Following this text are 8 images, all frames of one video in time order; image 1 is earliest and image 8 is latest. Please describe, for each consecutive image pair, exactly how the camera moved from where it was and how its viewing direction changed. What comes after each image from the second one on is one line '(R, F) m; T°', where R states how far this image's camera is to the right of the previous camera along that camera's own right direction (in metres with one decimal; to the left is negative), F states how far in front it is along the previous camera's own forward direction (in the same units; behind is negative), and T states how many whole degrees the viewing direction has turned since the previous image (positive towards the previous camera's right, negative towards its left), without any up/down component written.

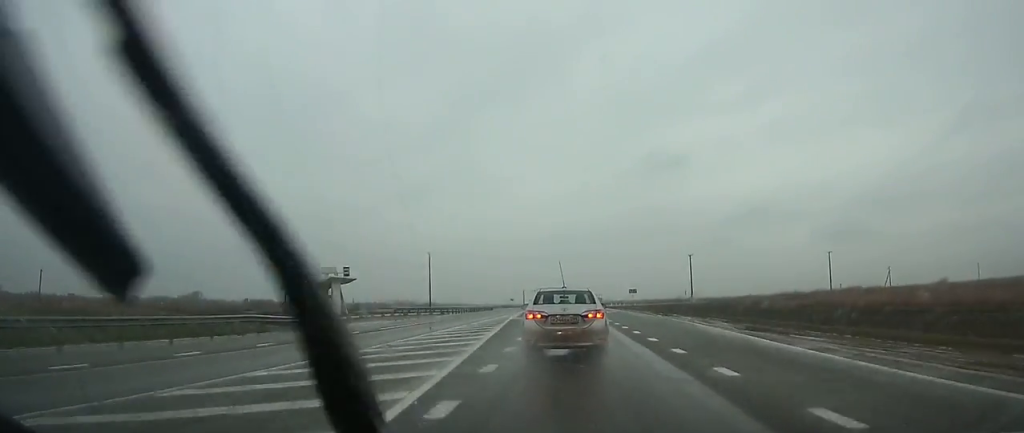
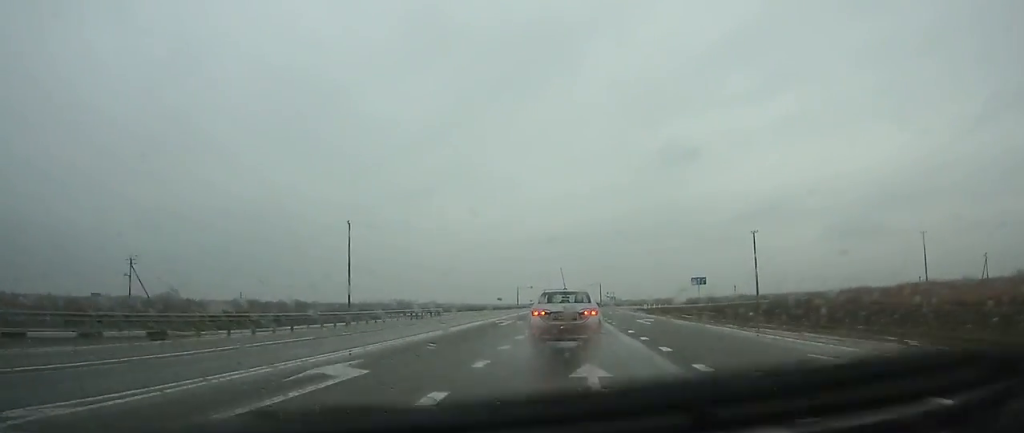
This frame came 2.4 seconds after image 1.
(-0.3, +51.4) m; -1°
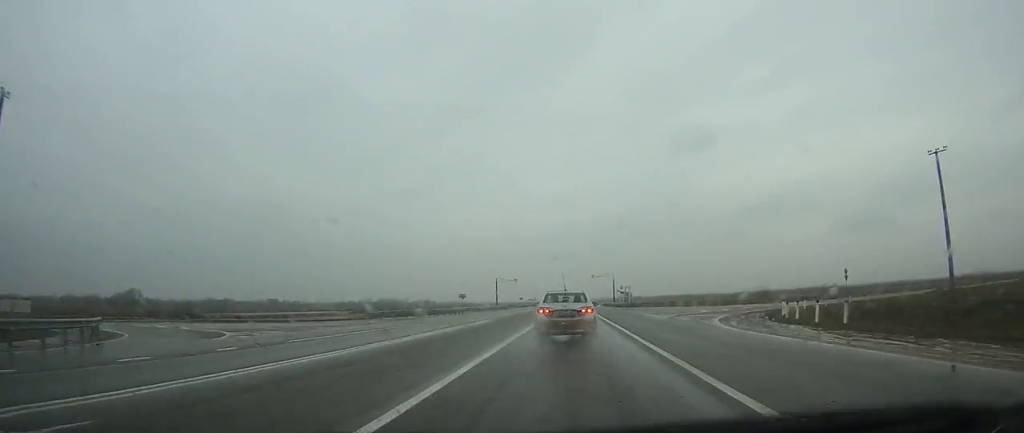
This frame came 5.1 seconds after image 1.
(-0.2, +56.2) m; 0°
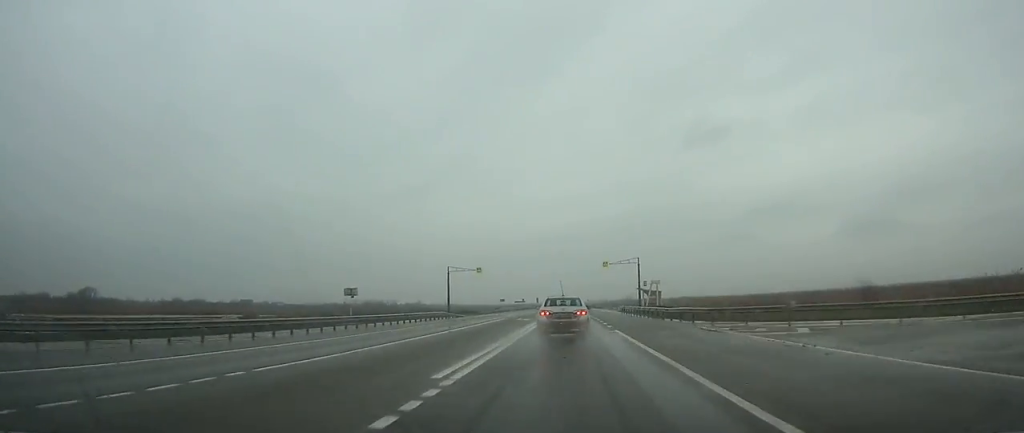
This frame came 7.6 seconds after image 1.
(-0.1, +53.6) m; 0°
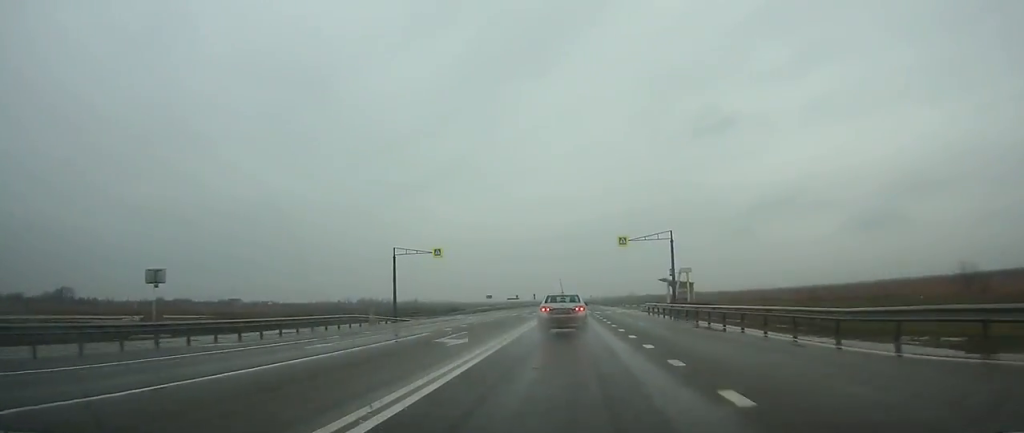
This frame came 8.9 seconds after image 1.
(+0.1, +27.1) m; 0°
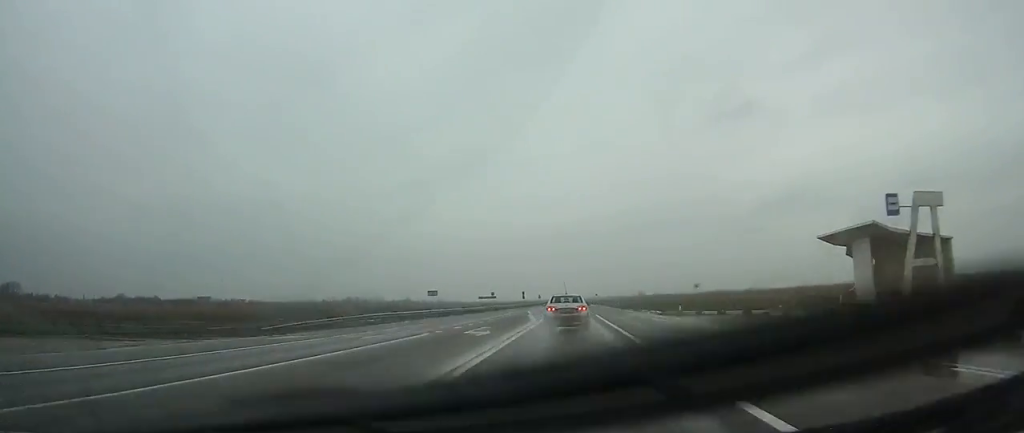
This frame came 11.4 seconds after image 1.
(-0.1, +55.0) m; 0°
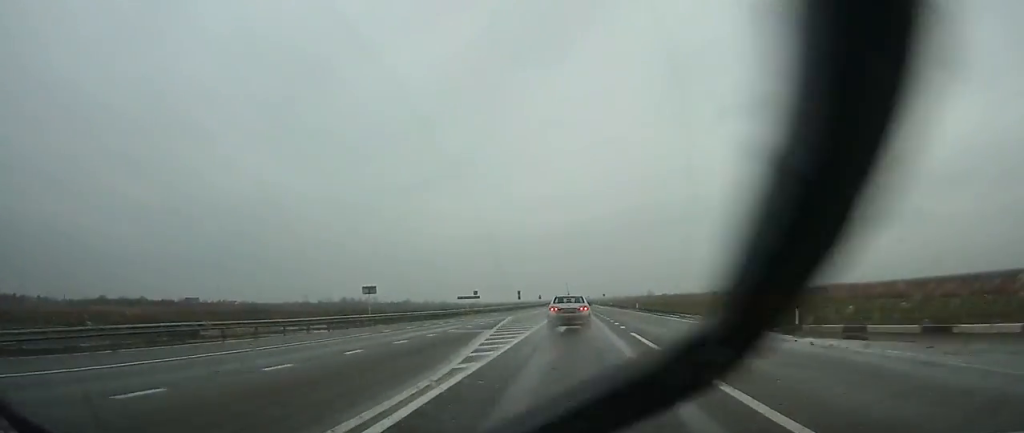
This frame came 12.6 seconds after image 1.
(0.0, +26.3) m; 0°
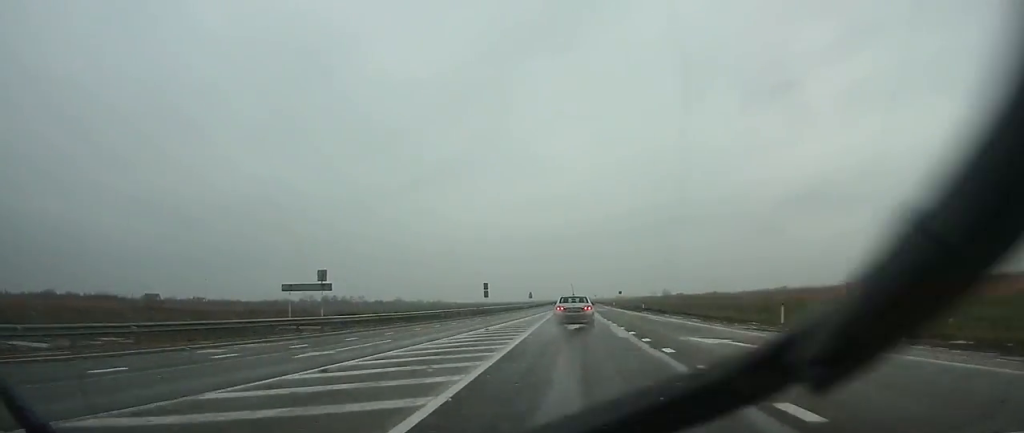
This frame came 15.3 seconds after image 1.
(+0.1, +60.6) m; 0°
